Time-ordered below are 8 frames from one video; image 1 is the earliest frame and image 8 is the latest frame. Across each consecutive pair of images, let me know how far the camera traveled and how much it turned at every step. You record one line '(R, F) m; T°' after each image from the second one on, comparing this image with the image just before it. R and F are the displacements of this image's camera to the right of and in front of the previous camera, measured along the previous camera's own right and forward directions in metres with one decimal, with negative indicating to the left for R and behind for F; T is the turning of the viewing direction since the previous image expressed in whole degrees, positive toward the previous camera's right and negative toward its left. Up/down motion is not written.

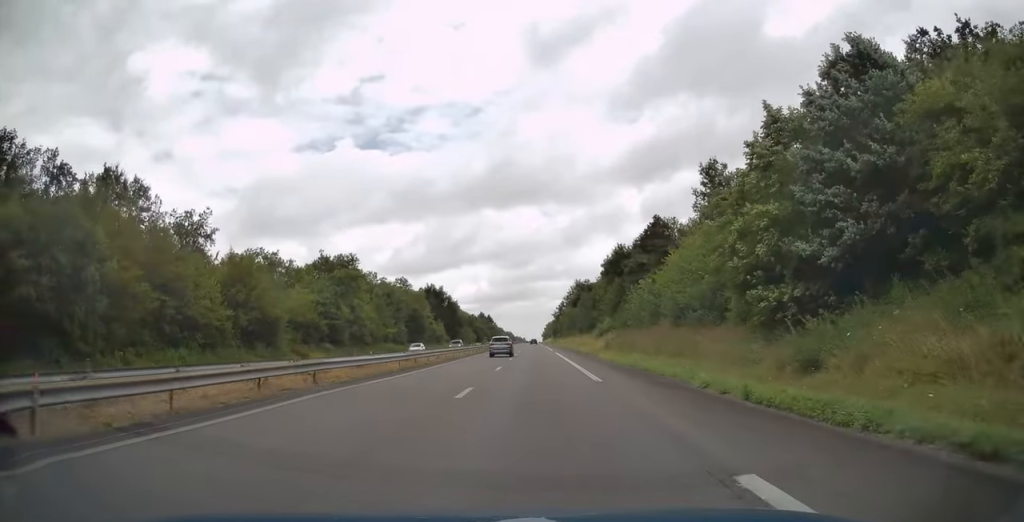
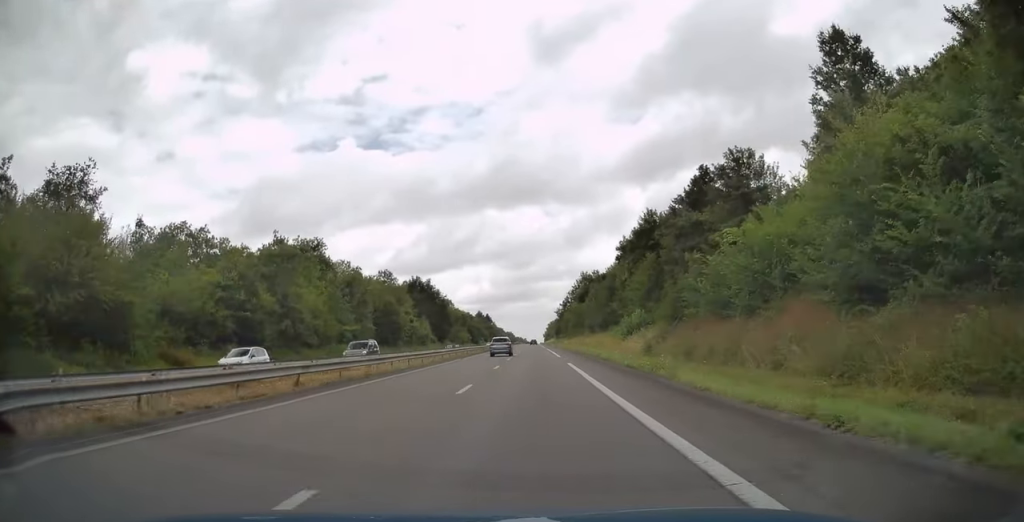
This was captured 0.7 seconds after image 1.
(-0.1, +25.0) m; 0°
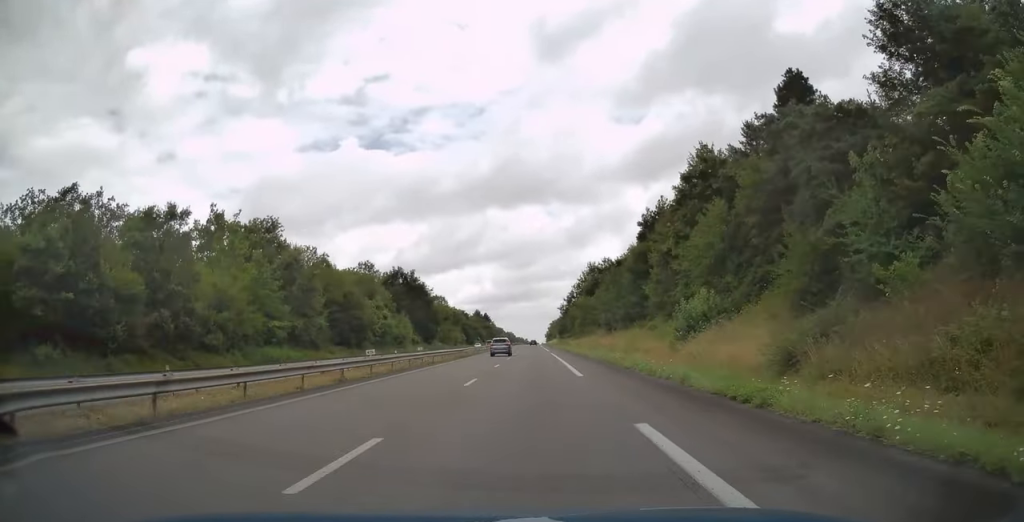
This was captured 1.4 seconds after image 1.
(0.0, +23.3) m; 0°
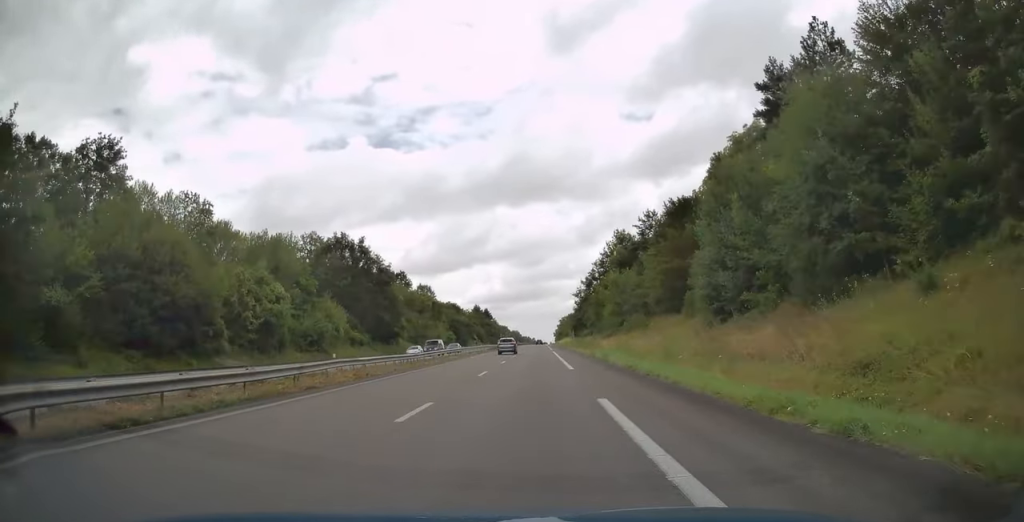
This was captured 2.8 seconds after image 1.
(-0.4, +47.7) m; -1°
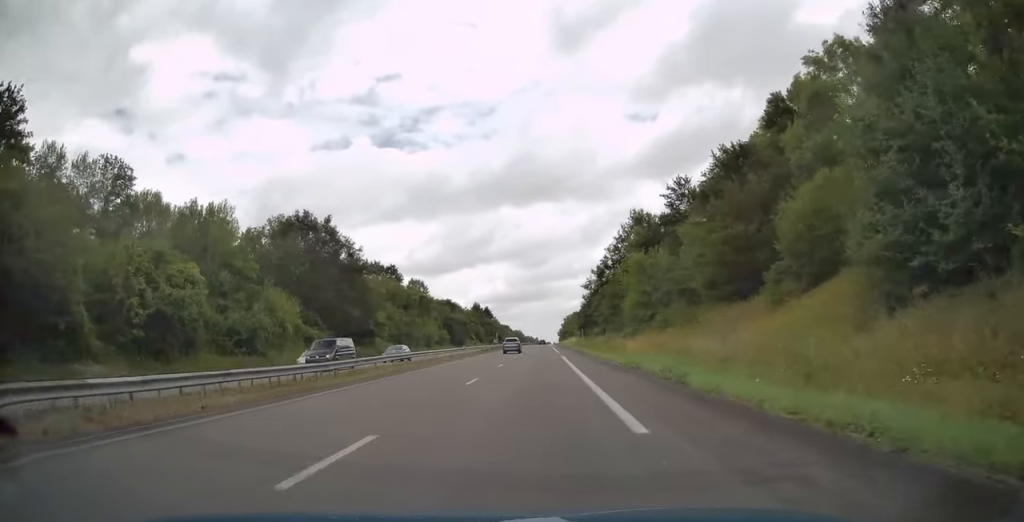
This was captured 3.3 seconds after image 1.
(0.0, +18.2) m; 0°
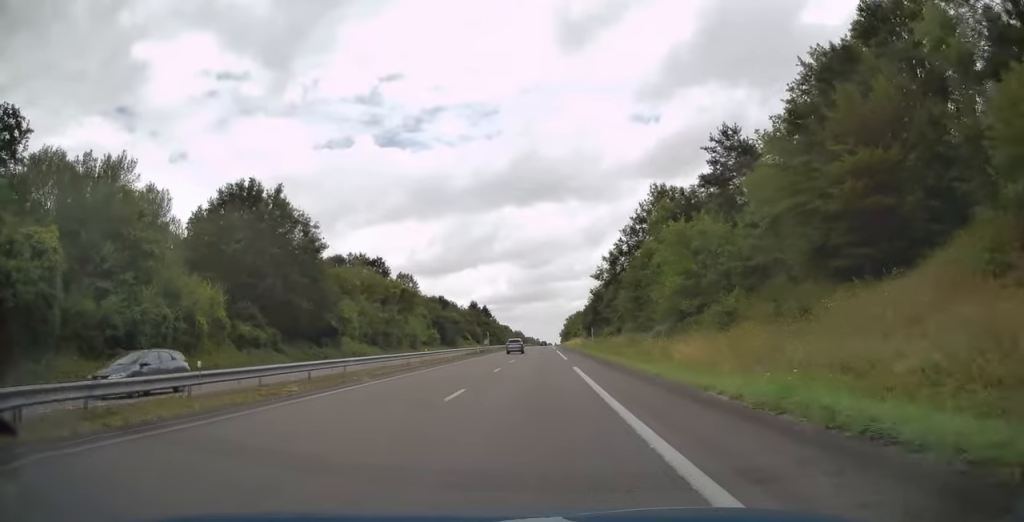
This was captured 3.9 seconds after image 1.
(0.0, +17.5) m; 0°
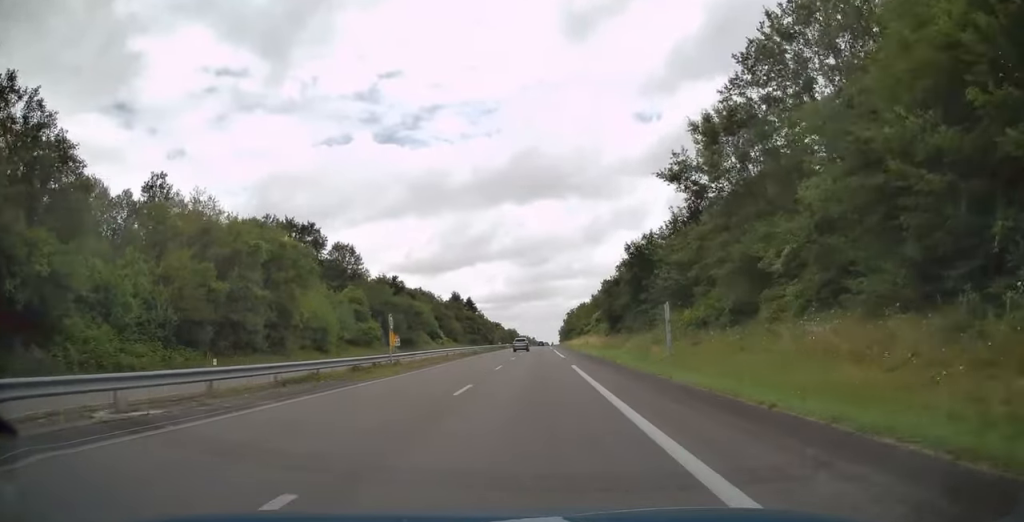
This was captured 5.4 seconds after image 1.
(0.0, +51.2) m; 0°
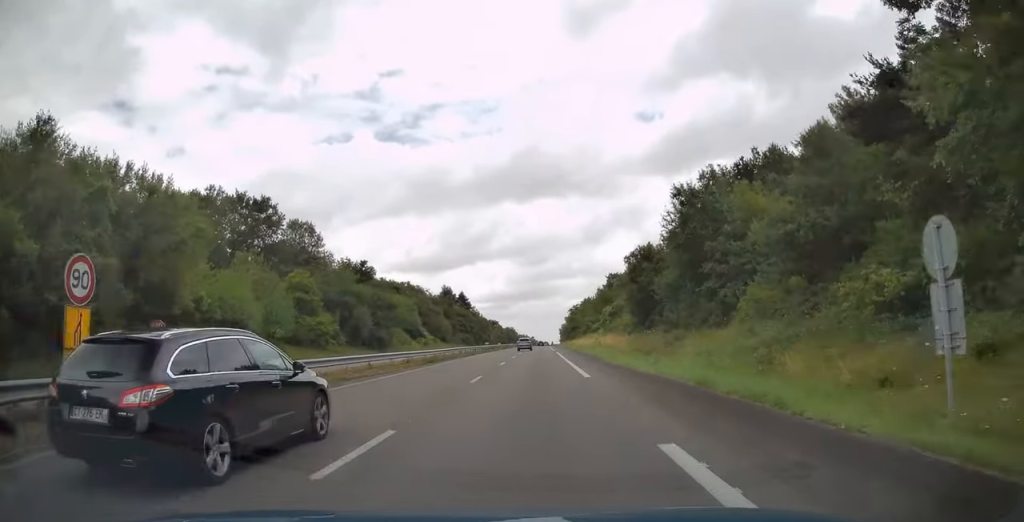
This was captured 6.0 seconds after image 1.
(0.0, +22.4) m; 0°
